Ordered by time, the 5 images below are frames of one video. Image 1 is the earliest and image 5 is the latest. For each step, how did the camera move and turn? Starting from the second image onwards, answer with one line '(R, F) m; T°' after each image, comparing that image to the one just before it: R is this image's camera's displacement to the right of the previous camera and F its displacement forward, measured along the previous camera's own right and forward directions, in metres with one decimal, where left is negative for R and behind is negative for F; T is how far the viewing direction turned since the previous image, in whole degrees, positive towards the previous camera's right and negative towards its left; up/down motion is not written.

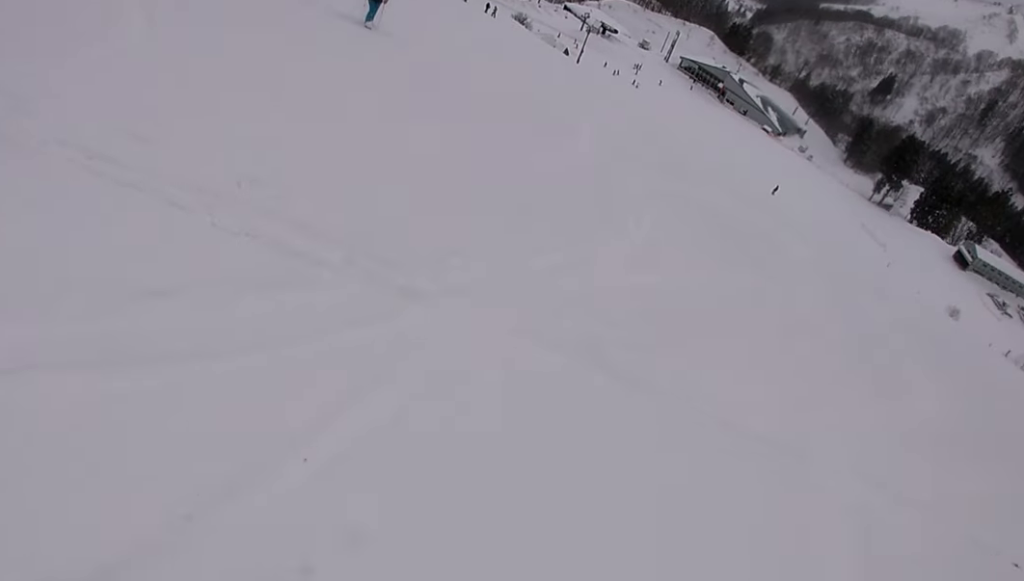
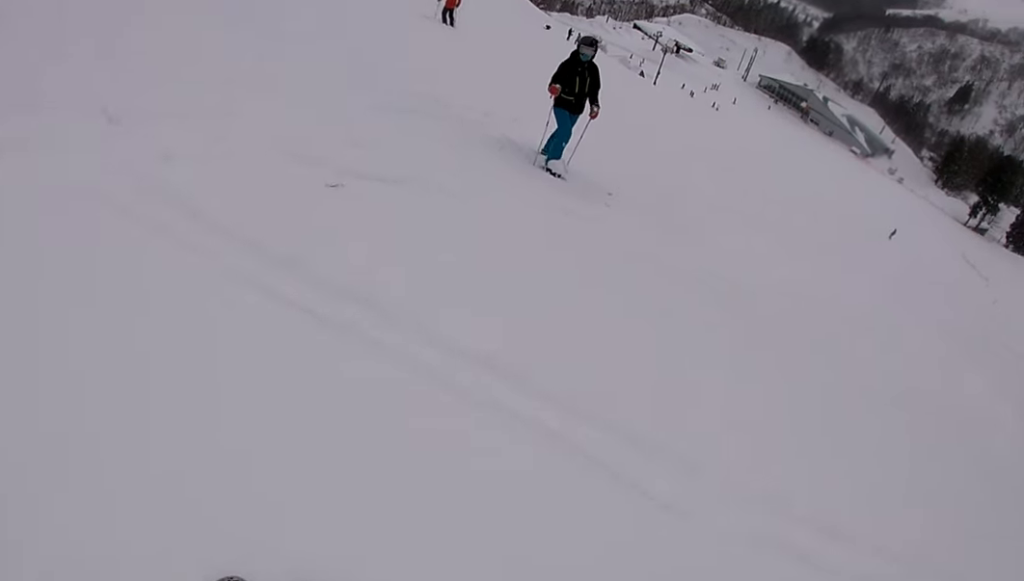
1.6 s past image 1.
(0.0, +9.1) m; 0°
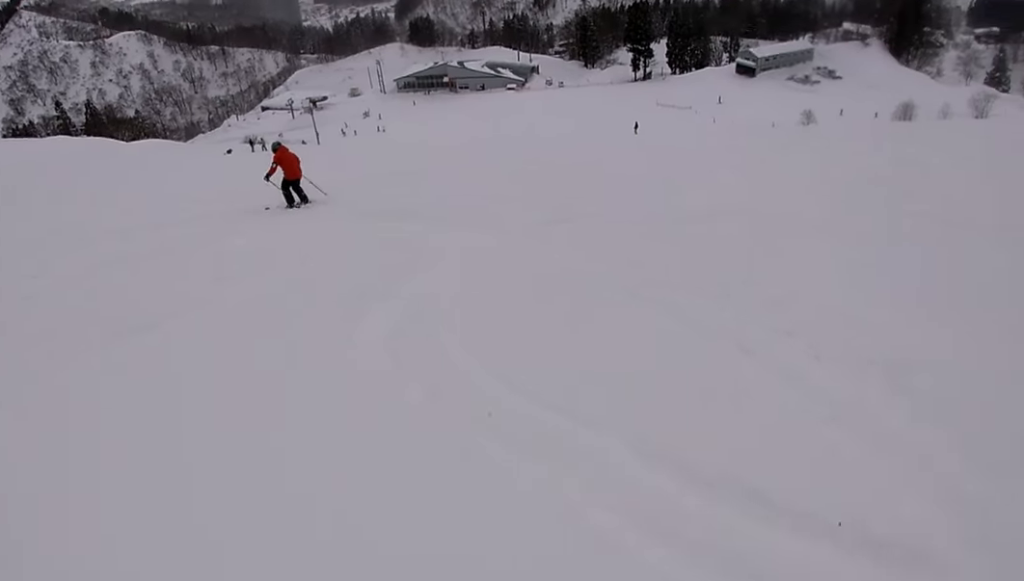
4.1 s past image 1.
(-0.4, +12.5) m; +24°
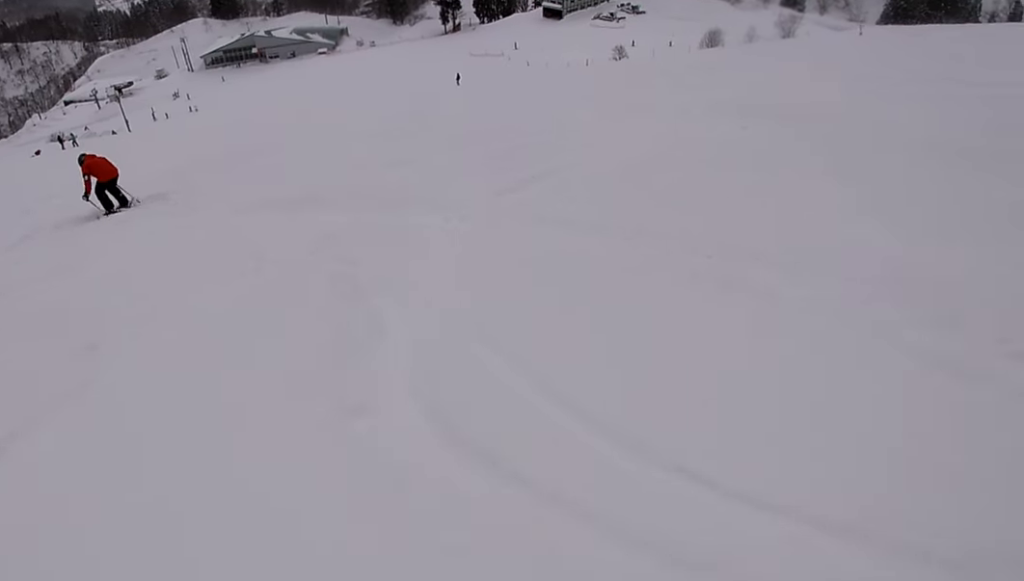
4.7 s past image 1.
(+0.4, +2.5) m; +25°
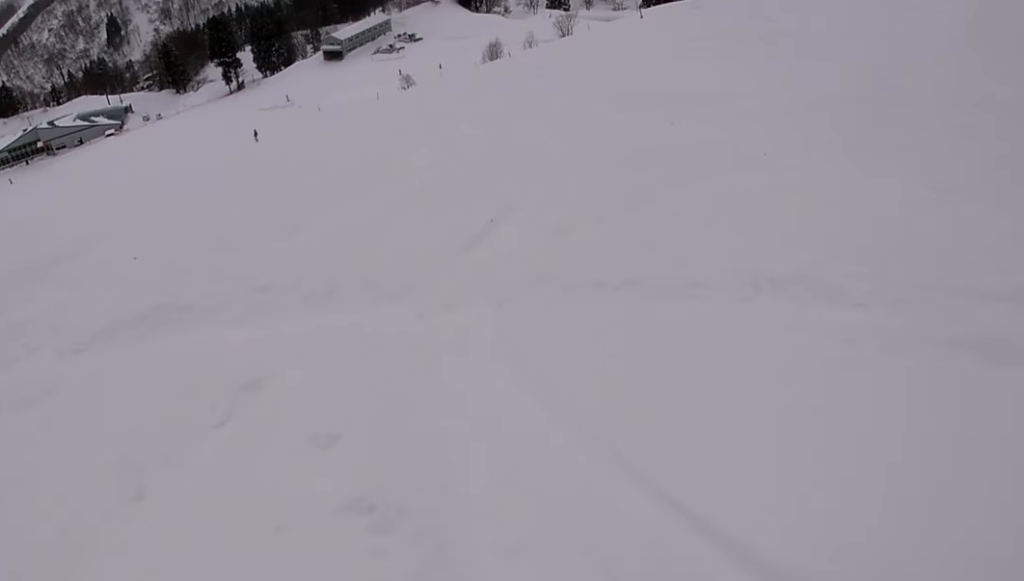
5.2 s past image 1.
(+0.8, +2.3) m; +20°
